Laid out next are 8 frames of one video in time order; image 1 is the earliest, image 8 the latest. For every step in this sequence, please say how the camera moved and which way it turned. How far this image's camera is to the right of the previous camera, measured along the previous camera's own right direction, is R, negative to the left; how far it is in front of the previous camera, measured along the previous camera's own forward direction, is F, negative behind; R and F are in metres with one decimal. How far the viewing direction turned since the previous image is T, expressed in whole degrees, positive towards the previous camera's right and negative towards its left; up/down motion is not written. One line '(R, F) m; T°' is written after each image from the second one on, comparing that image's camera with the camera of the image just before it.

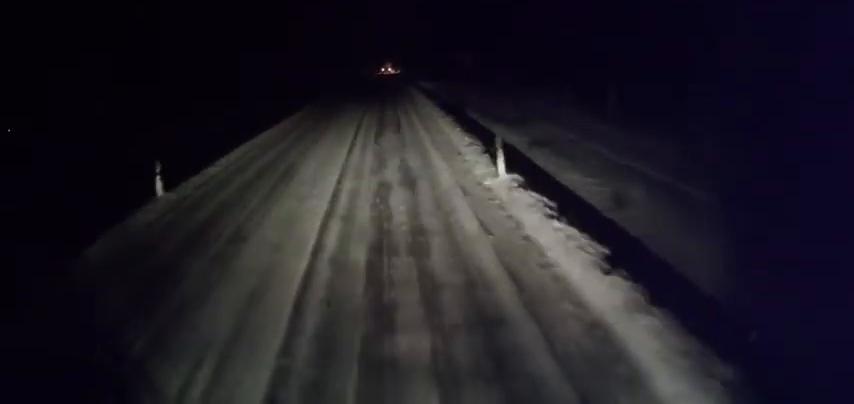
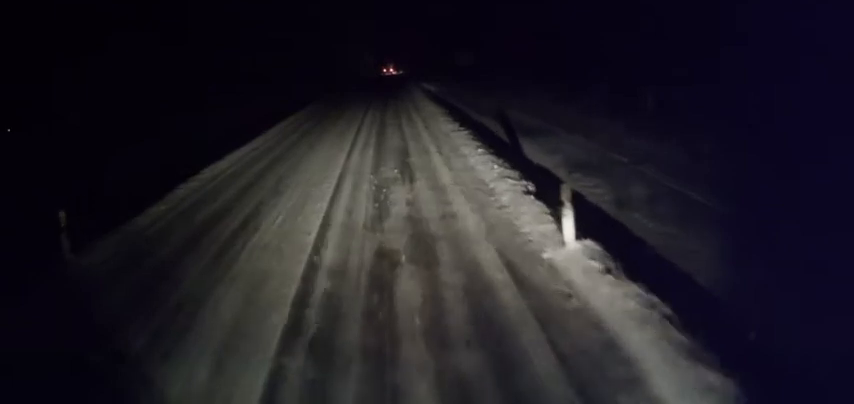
(0.0, +4.0) m; 0°
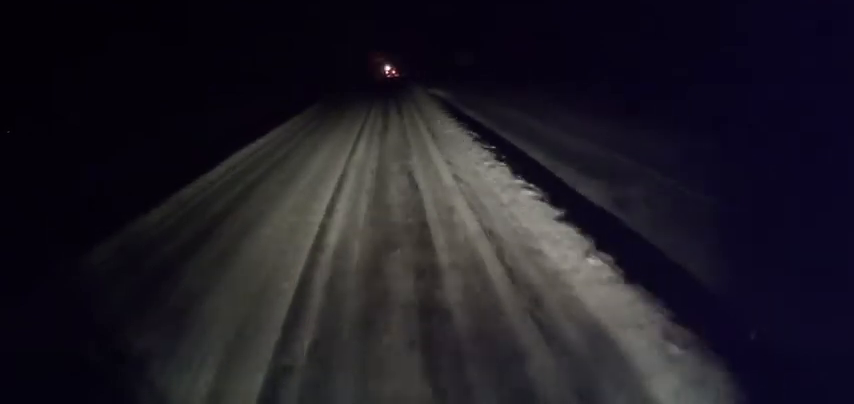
(+0.2, +7.7) m; 0°
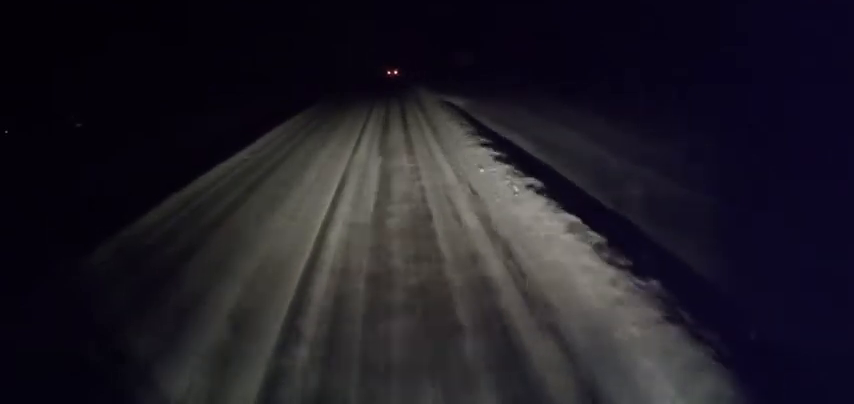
(-0.3, +9.8) m; -2°
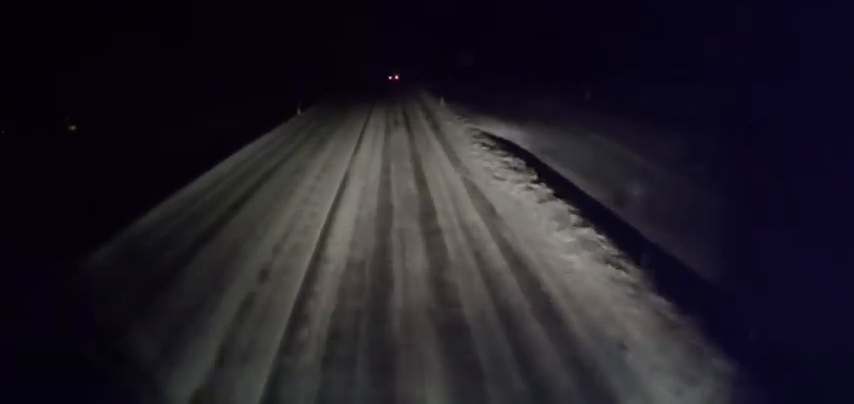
(+0.2, +13.5) m; +2°
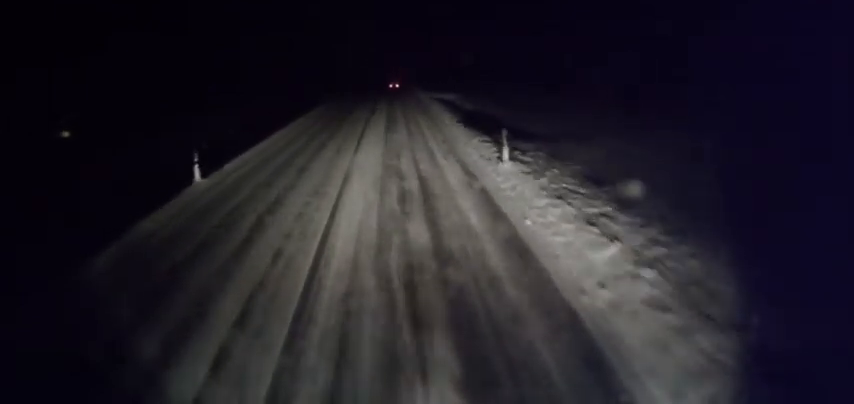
(+0.3, +15.3) m; 0°
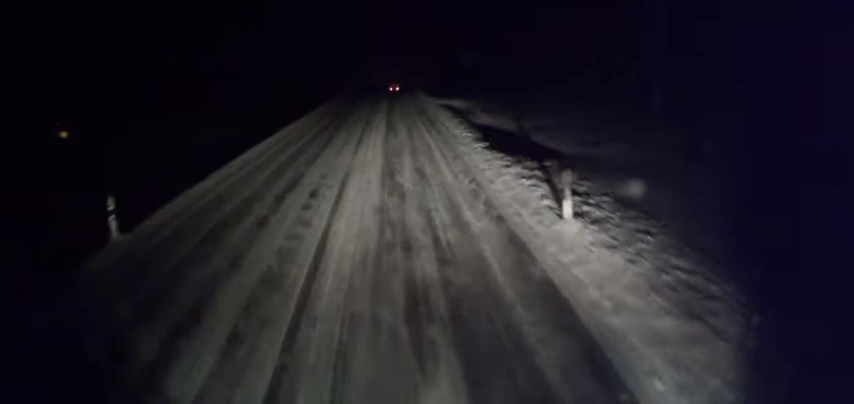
(0.0, +4.6) m; -1°
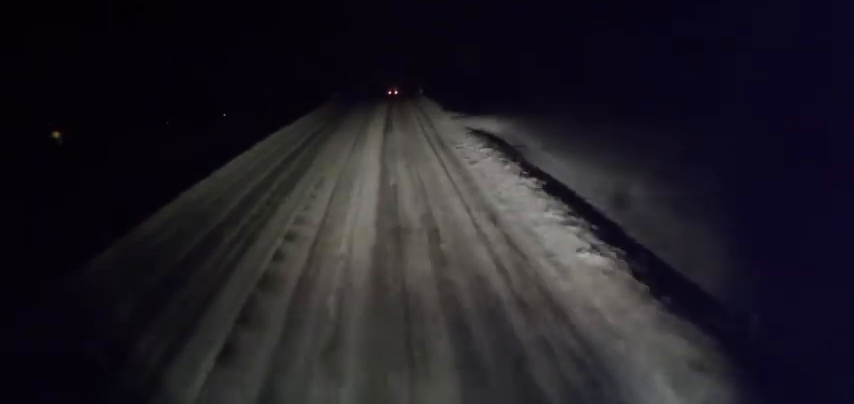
(-0.3, +11.9) m; -2°
